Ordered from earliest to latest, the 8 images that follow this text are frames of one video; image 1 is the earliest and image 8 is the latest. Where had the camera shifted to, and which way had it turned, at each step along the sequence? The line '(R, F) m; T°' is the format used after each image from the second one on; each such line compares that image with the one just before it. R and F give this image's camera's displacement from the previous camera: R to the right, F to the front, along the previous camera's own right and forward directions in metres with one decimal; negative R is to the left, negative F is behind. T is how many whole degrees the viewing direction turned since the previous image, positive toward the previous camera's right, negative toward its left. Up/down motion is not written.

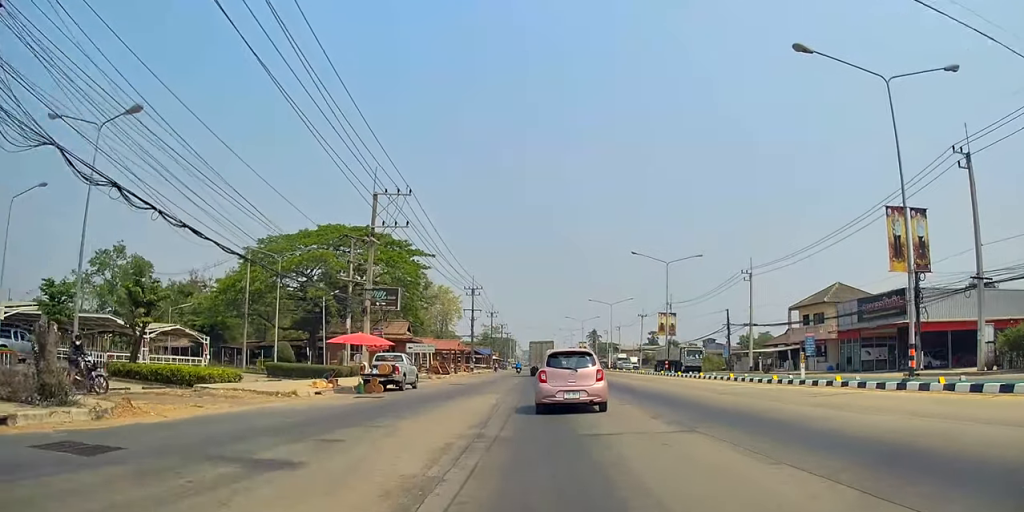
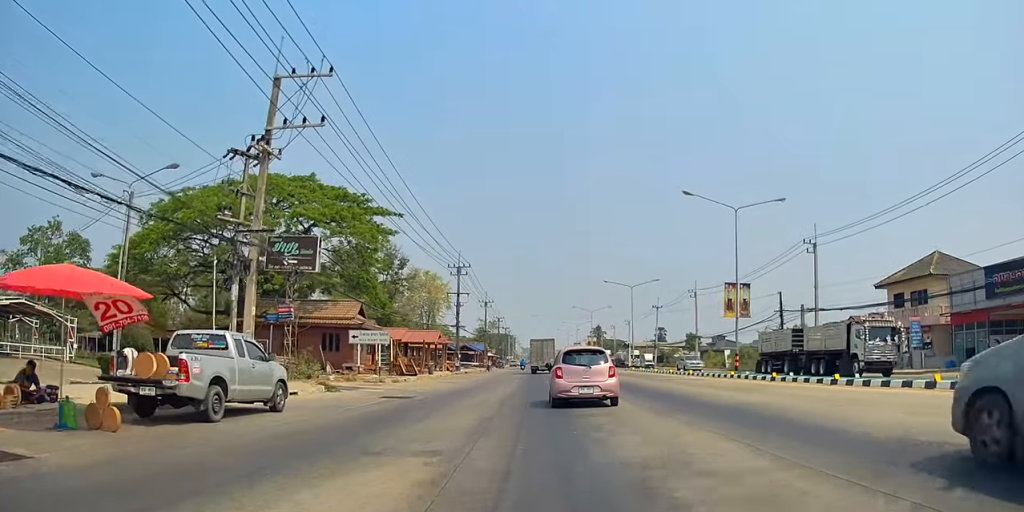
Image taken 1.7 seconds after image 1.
(-0.1, +16.9) m; +1°
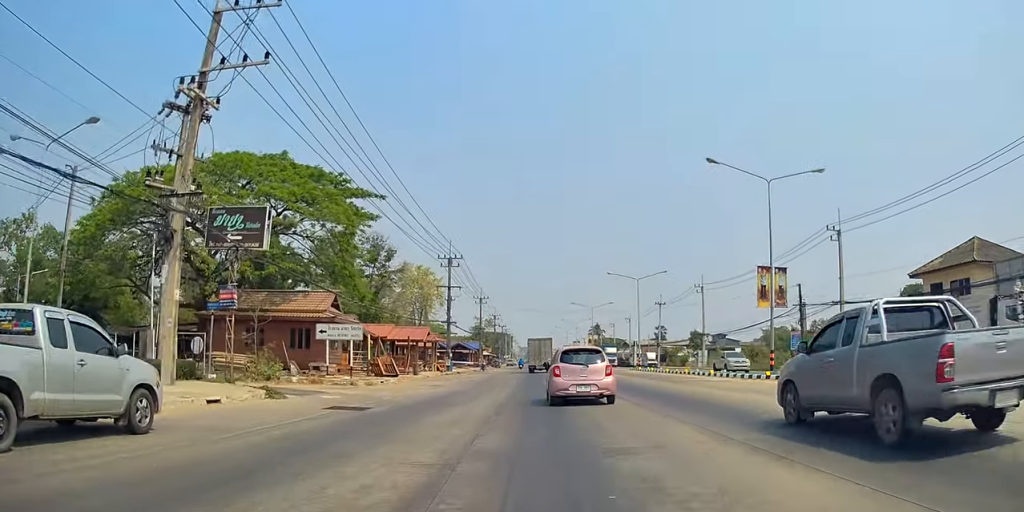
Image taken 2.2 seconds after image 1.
(-0.1, +5.5) m; +3°
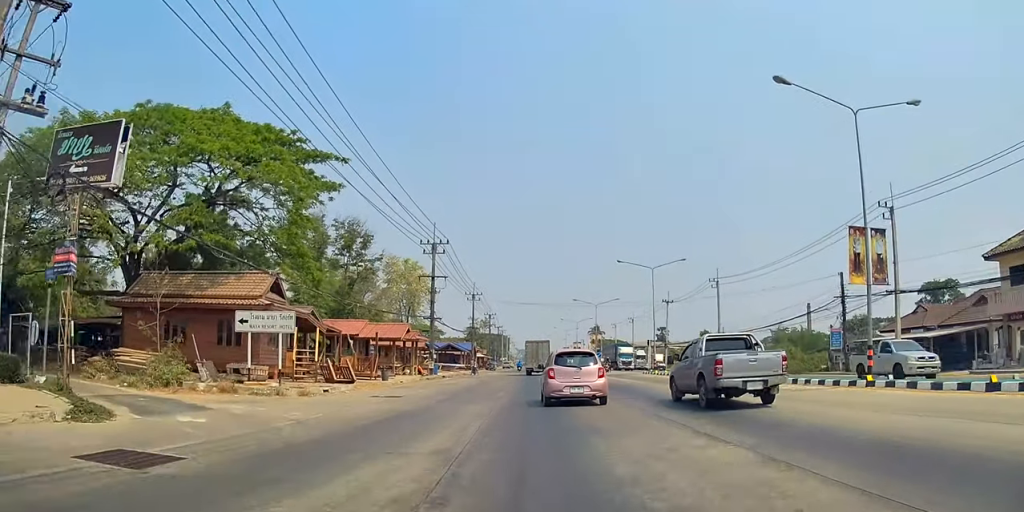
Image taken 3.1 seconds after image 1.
(+0.5, +8.7) m; +1°
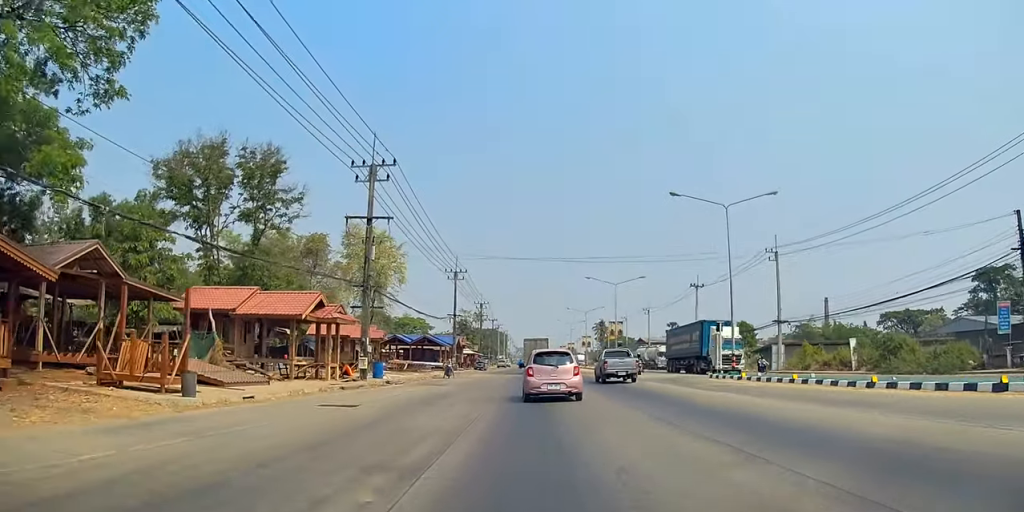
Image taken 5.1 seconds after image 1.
(-1.2, +20.5) m; -2°
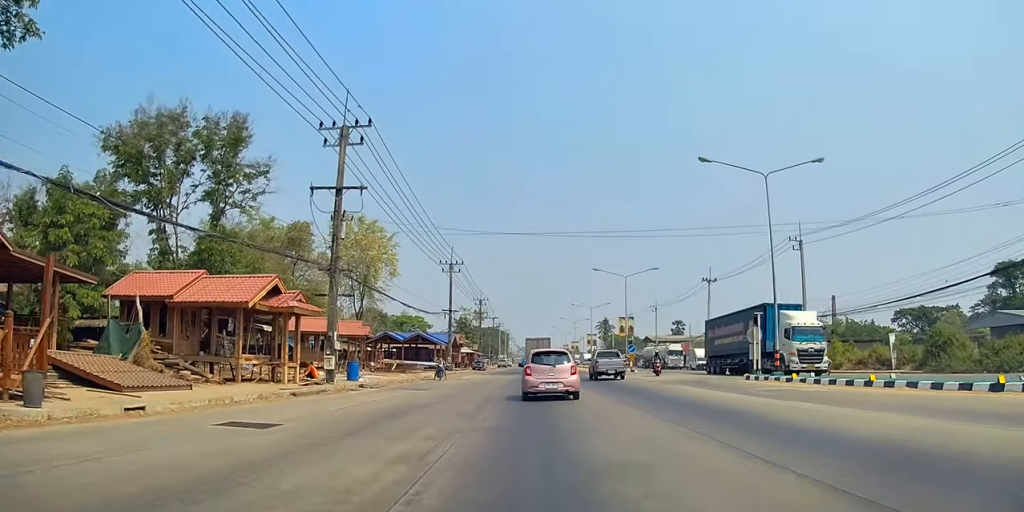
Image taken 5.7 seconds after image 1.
(0.0, +6.0) m; +2°
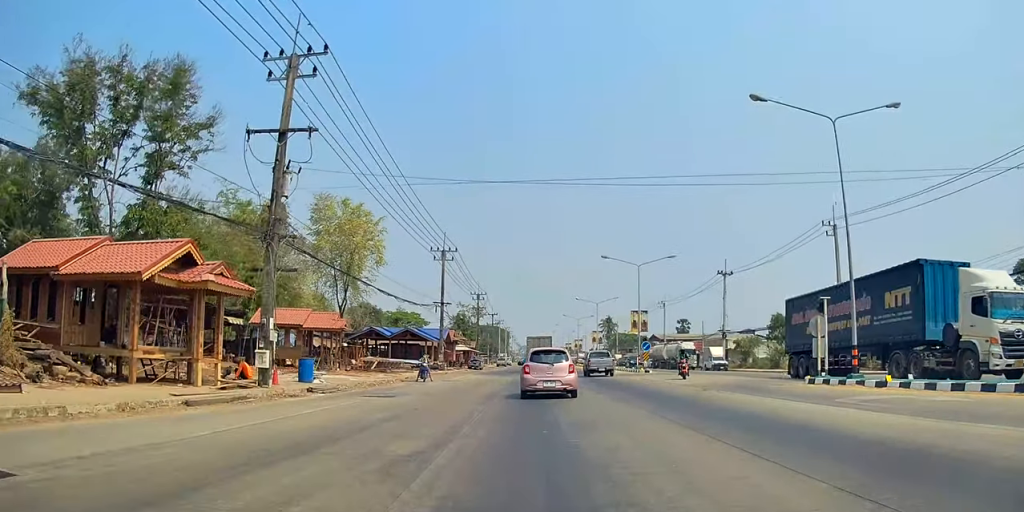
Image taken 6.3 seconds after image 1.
(+0.5, +6.7) m; 0°
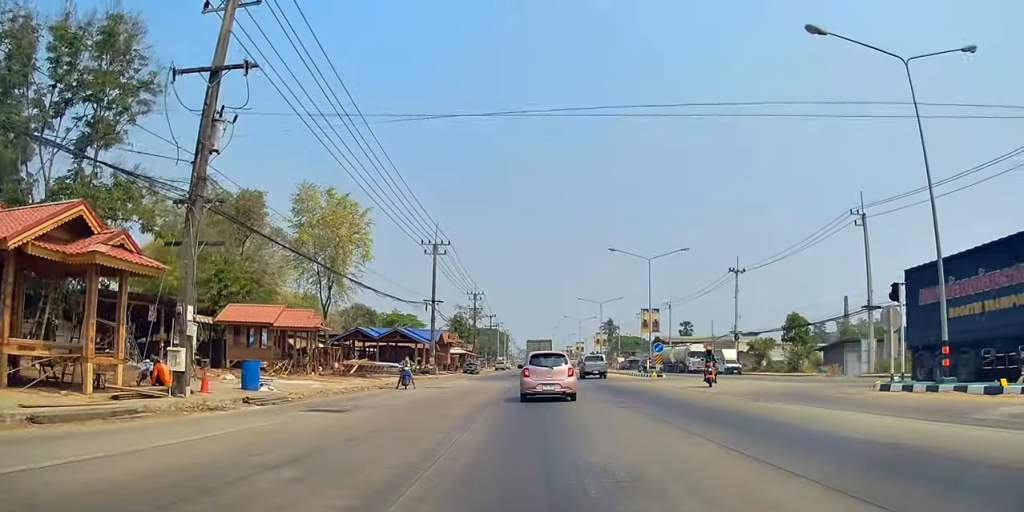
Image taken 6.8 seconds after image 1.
(-0.1, +5.2) m; 0°
